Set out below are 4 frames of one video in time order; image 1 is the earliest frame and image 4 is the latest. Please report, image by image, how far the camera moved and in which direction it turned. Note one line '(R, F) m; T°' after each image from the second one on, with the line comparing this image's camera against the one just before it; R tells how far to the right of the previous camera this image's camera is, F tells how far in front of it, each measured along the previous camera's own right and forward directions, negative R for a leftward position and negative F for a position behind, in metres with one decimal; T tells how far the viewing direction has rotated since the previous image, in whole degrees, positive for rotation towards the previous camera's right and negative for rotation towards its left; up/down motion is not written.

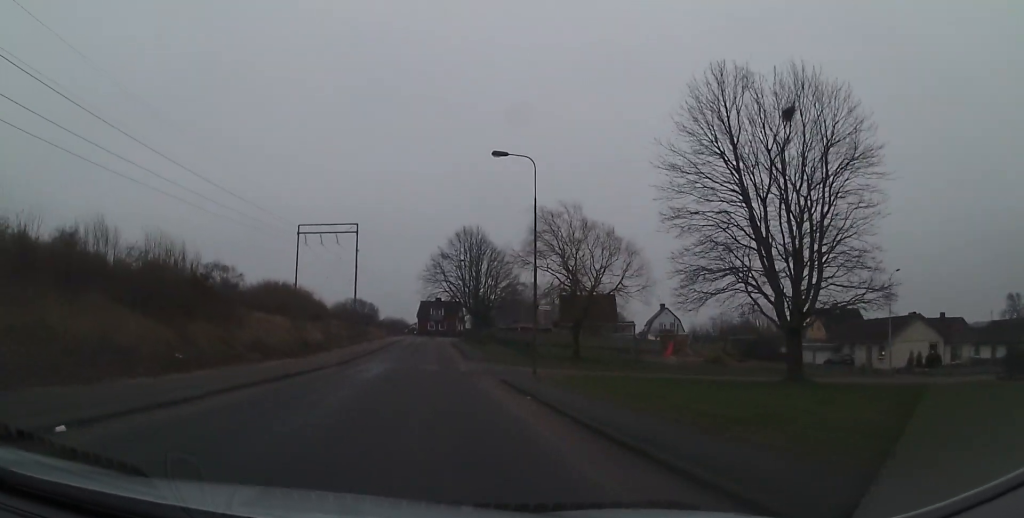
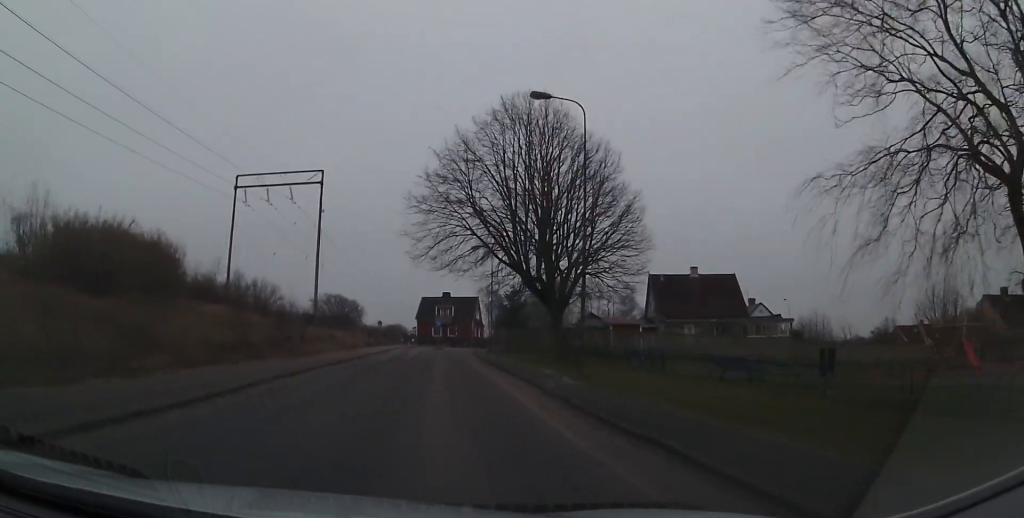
(-0.4, +29.0) m; +2°
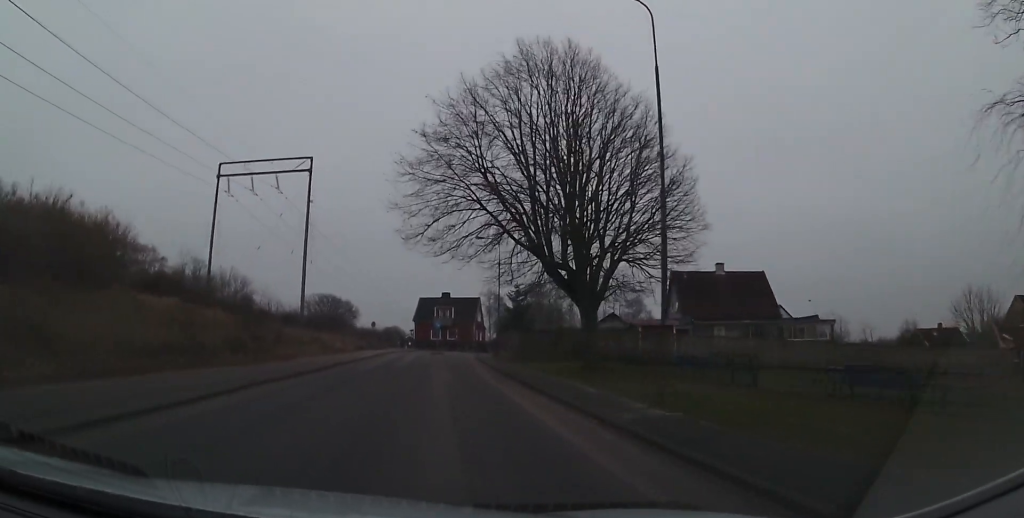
(+0.1, +5.0) m; +4°
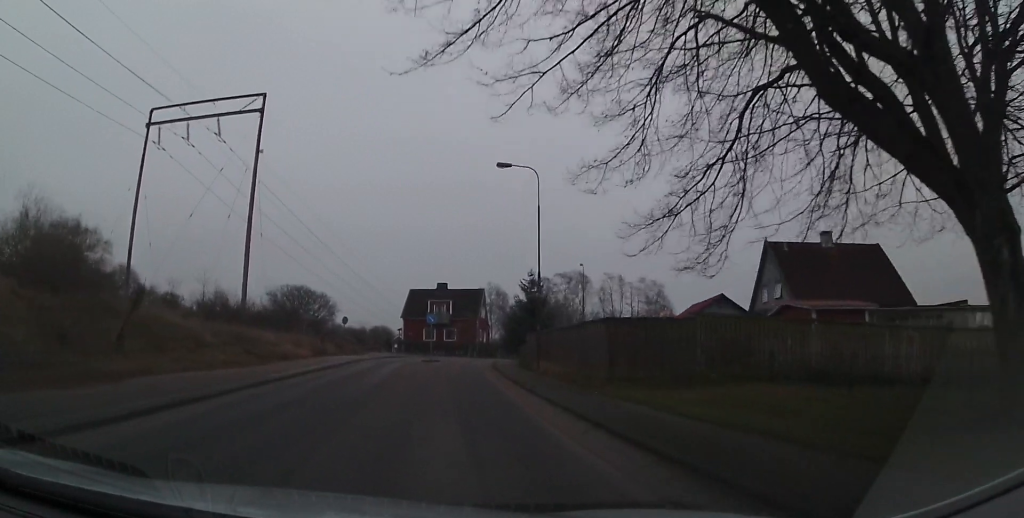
(+1.3, +16.2) m; +3°
